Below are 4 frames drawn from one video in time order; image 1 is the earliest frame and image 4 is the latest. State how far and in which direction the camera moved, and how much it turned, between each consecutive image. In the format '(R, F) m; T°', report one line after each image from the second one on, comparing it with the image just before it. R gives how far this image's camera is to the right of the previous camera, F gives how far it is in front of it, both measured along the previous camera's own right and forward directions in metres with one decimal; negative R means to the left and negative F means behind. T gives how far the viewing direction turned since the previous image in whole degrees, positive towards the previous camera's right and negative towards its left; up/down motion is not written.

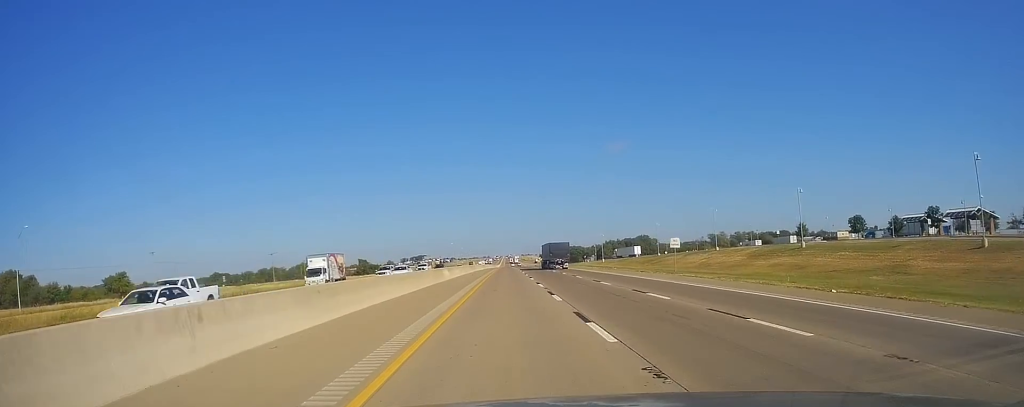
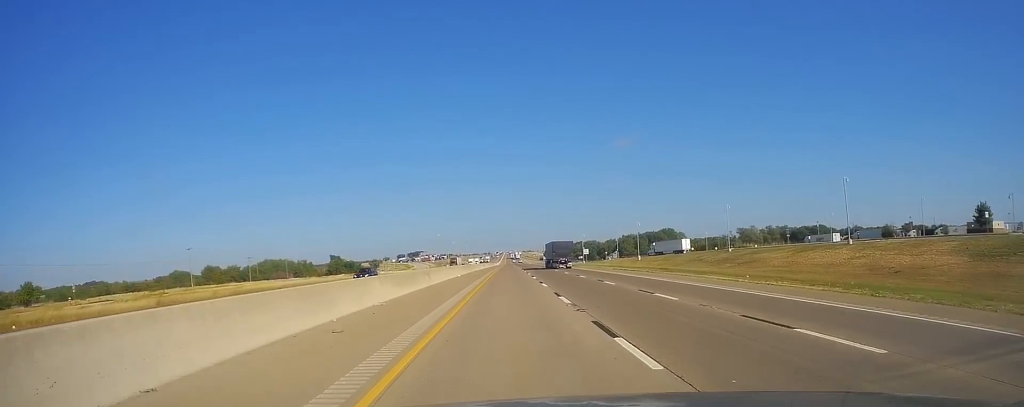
(+0.9, +60.4) m; +1°
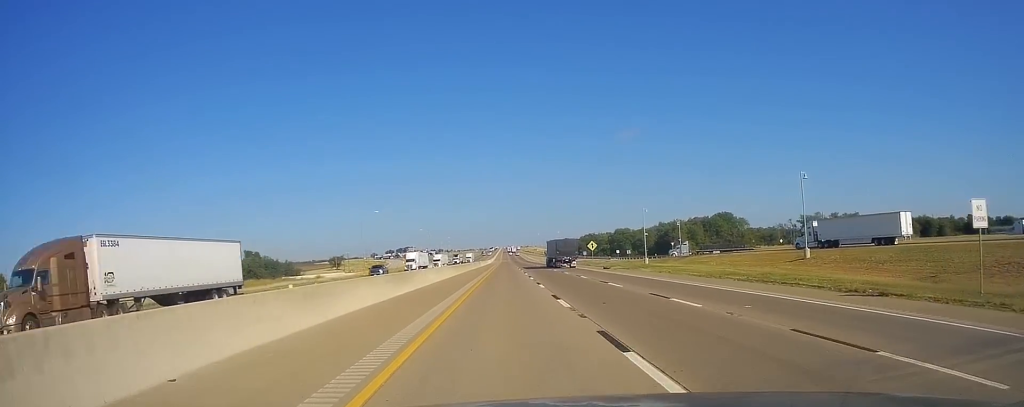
(-2.0, +99.6) m; -1°
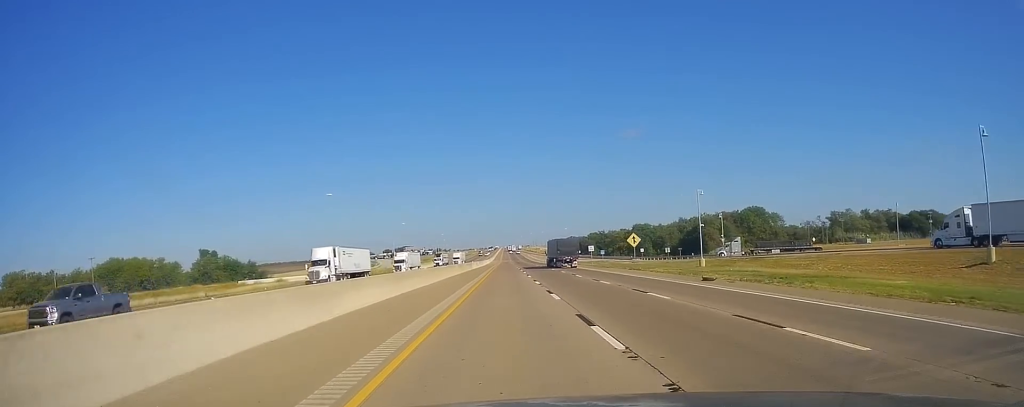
(+0.3, +33.1) m; +1°
